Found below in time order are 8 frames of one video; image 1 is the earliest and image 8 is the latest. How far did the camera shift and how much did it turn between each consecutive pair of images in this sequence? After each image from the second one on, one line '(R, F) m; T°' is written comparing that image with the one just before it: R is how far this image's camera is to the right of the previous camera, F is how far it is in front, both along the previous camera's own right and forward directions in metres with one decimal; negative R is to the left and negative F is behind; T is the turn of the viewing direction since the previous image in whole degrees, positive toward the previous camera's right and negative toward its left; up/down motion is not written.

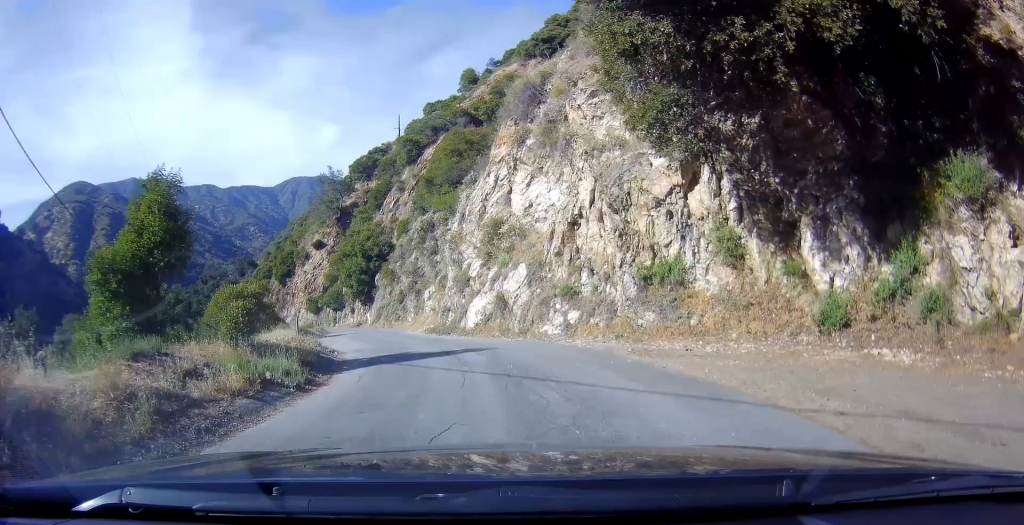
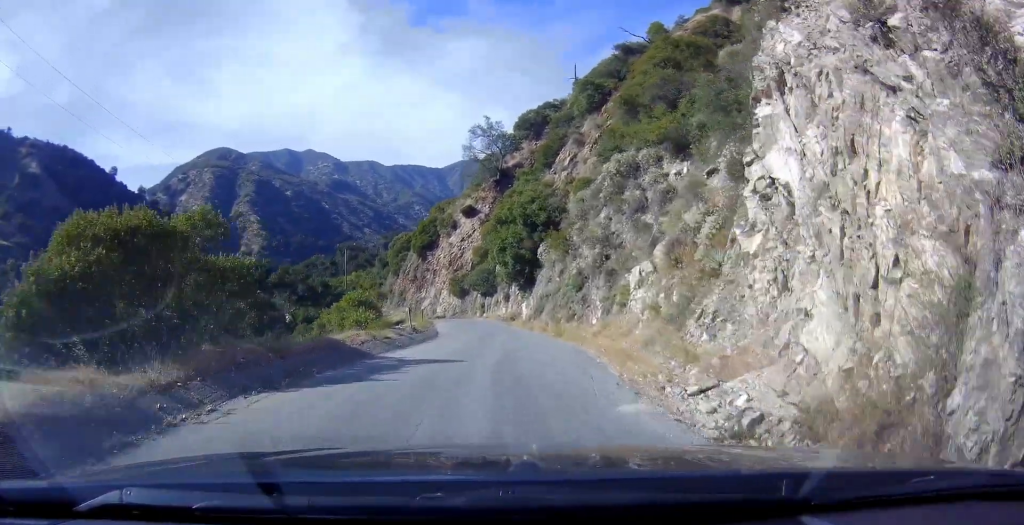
(-3.0, +26.0) m; -12°
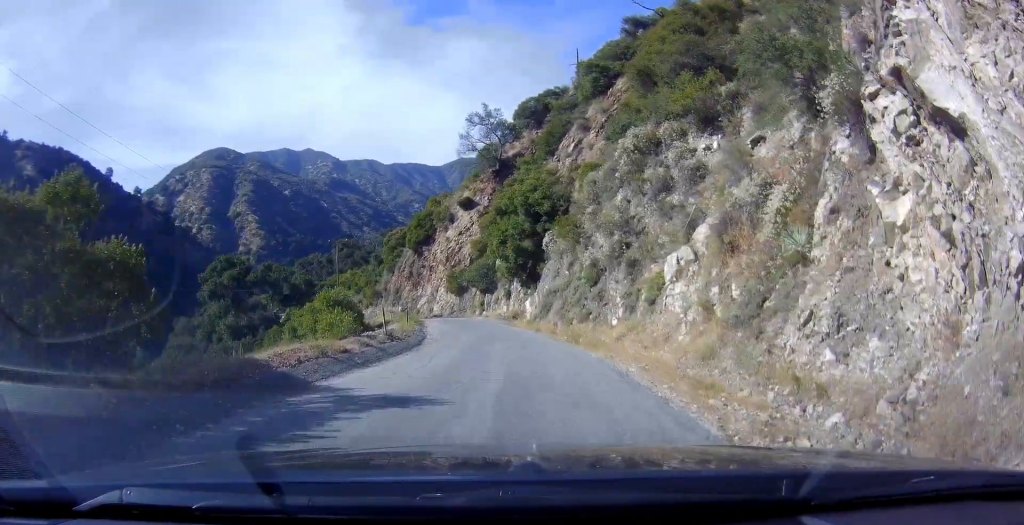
(+0.1, +6.0) m; -3°
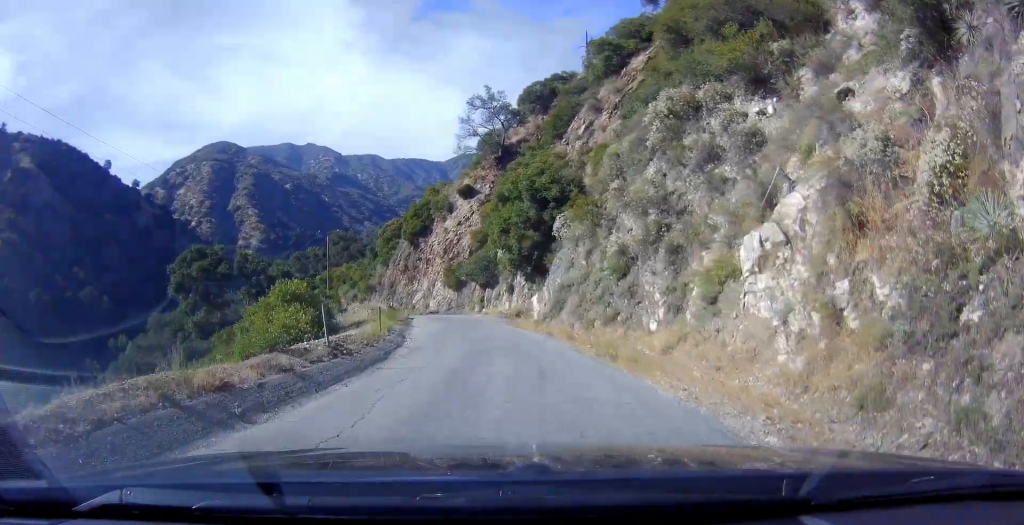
(-0.3, +6.7) m; -3°
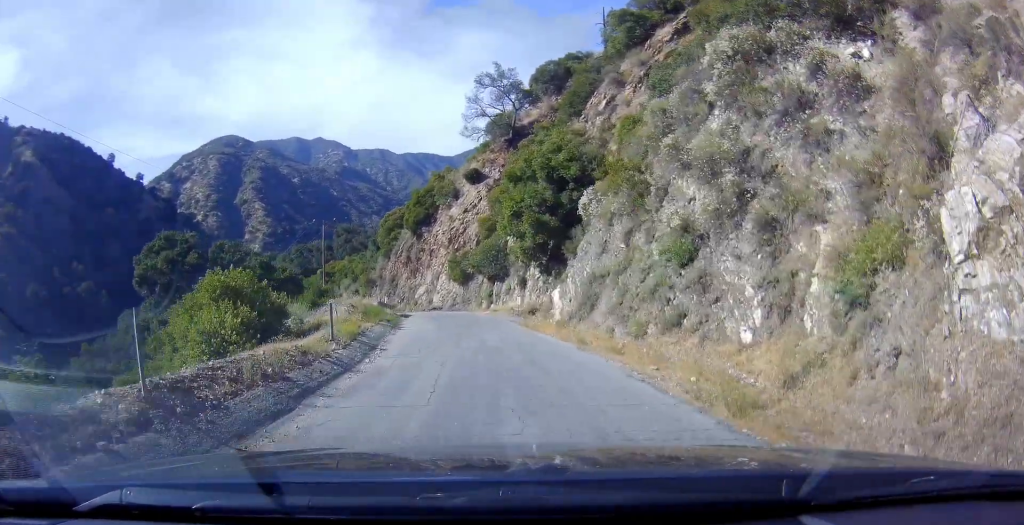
(-0.4, +7.8) m; -3°
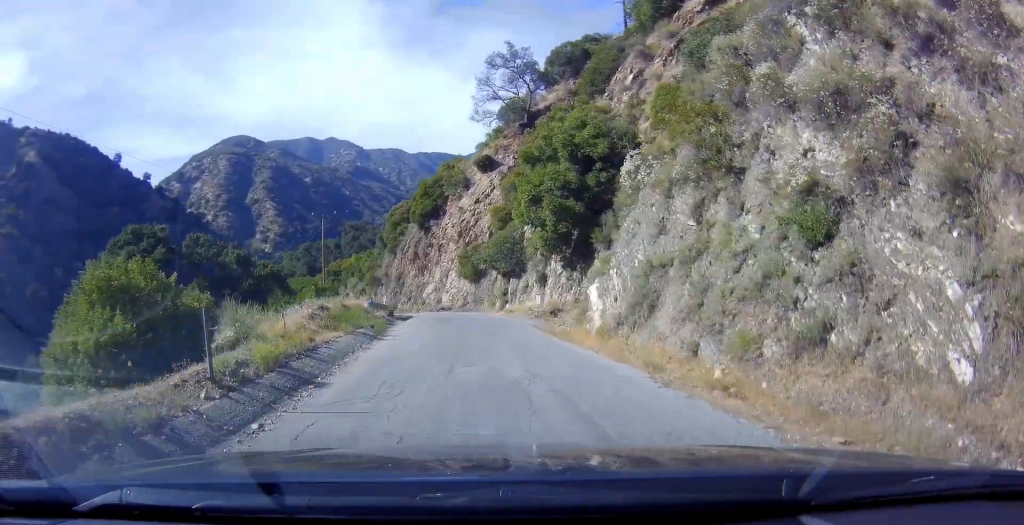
(0.0, +7.0) m; 0°
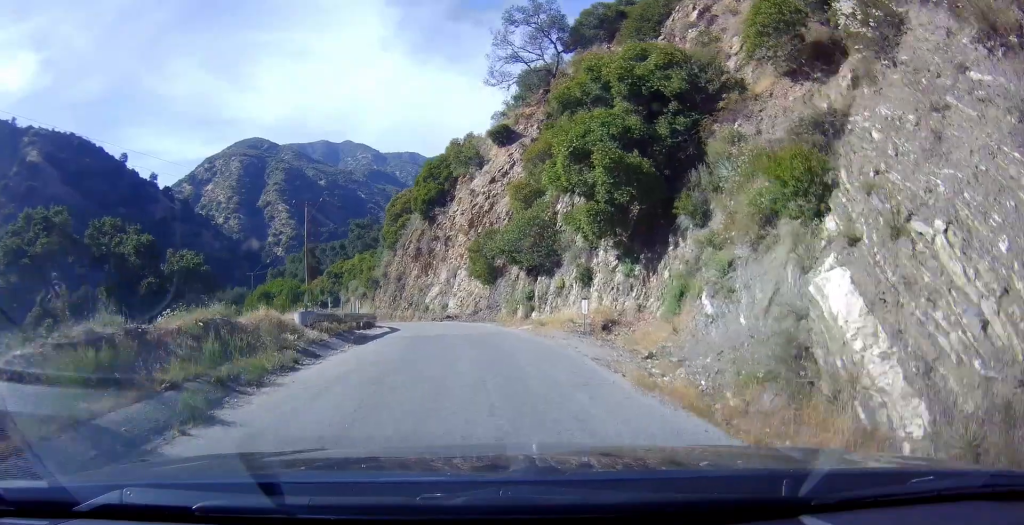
(+0.1, +13.5) m; -1°
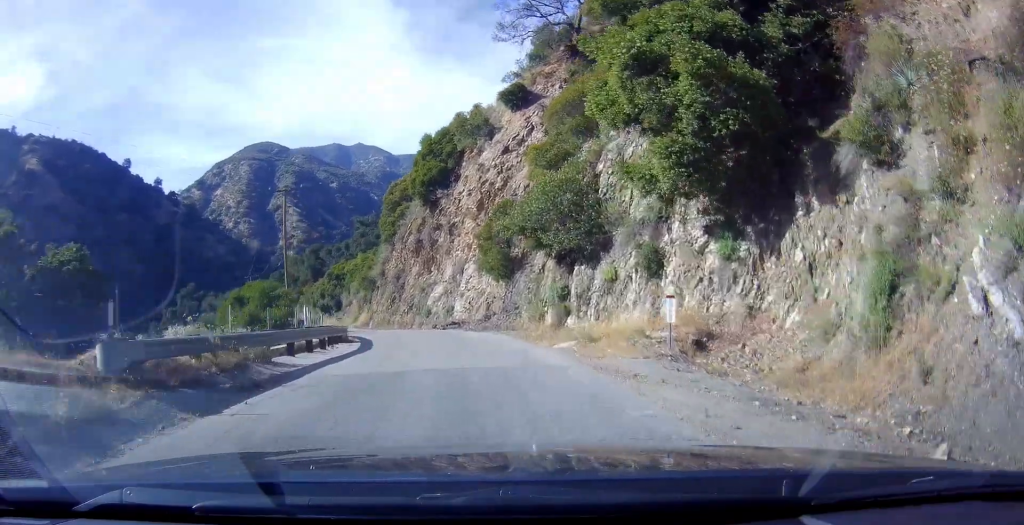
(-0.2, +9.8) m; -3°
